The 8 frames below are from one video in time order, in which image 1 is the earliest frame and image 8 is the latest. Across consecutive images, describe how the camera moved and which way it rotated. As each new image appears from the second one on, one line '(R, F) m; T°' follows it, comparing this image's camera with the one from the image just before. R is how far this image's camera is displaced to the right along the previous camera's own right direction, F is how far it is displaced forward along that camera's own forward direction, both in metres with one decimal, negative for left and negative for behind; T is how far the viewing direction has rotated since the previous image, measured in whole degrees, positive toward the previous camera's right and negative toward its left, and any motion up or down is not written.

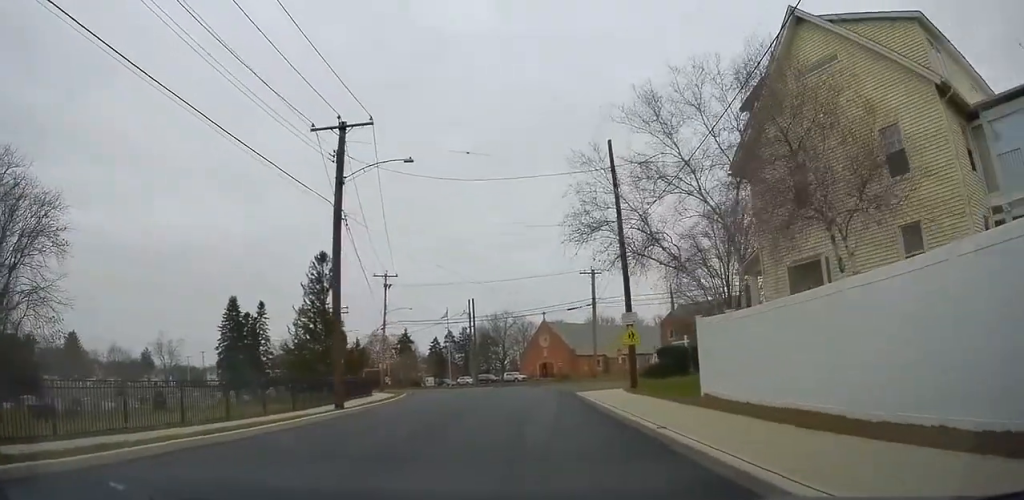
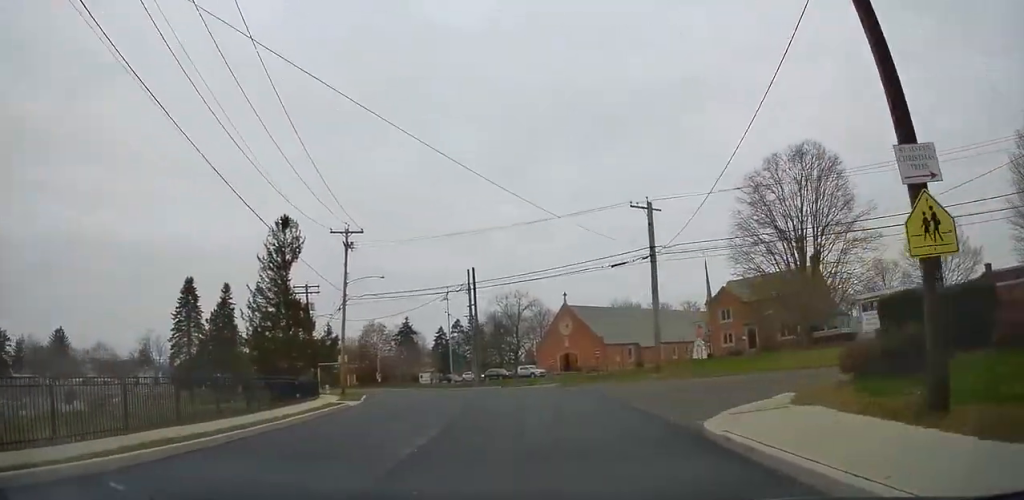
(-1.0, +18.4) m; -3°
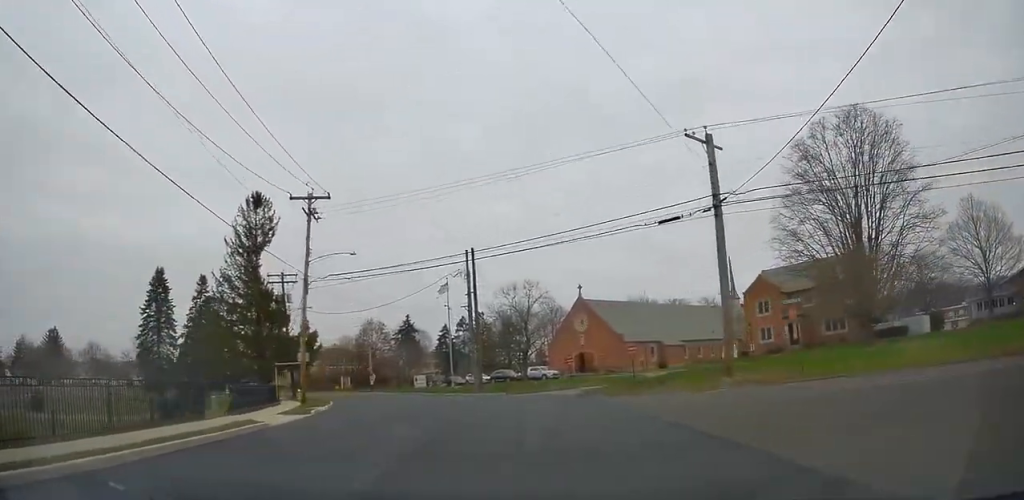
(0.0, +9.6) m; 0°
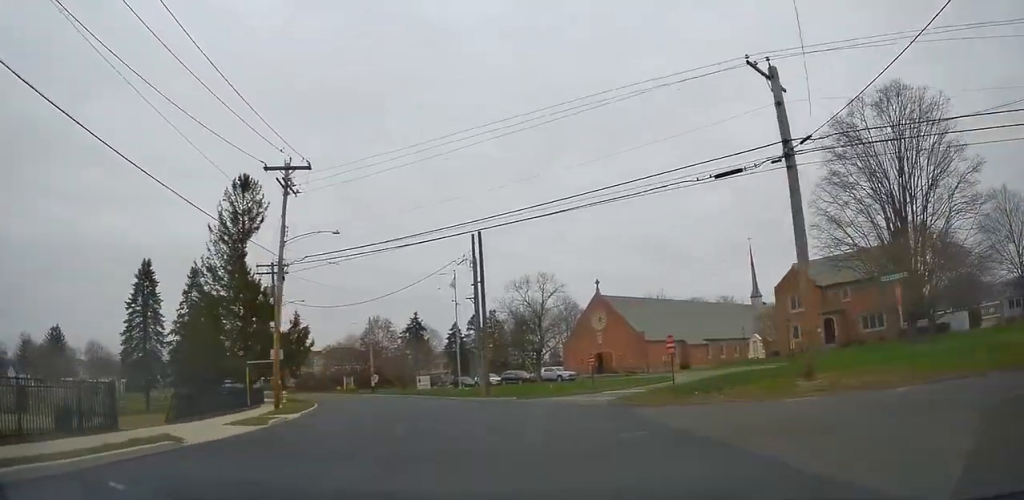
(0.0, +5.3) m; -1°
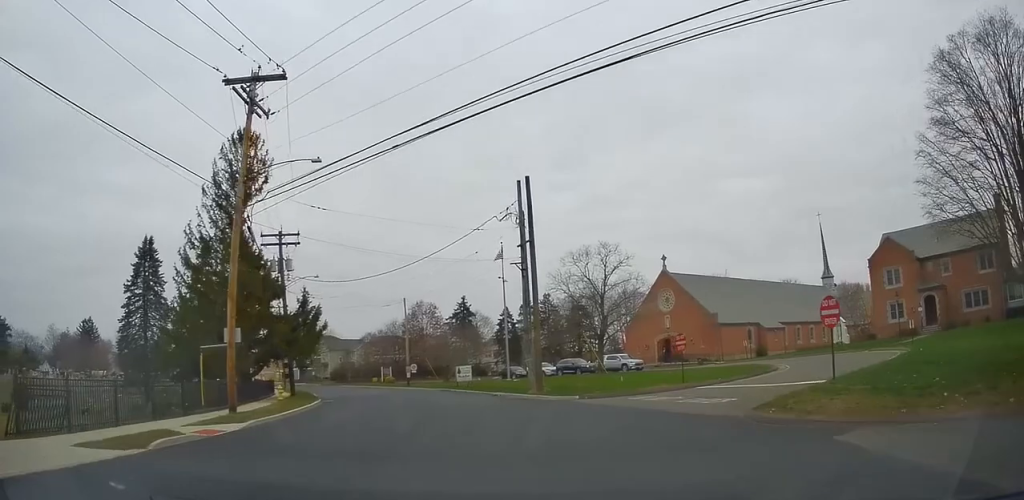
(-0.2, +9.2) m; -4°
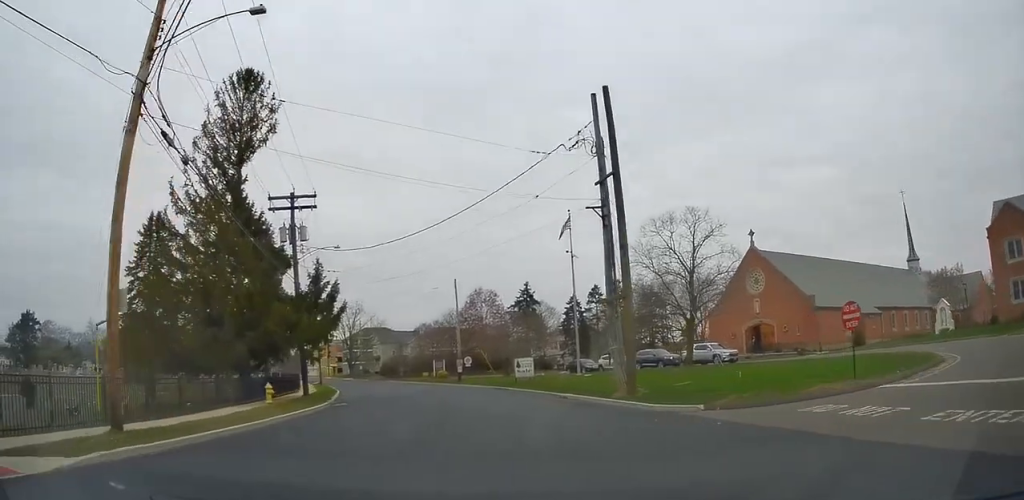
(-0.4, +9.2) m; -6°
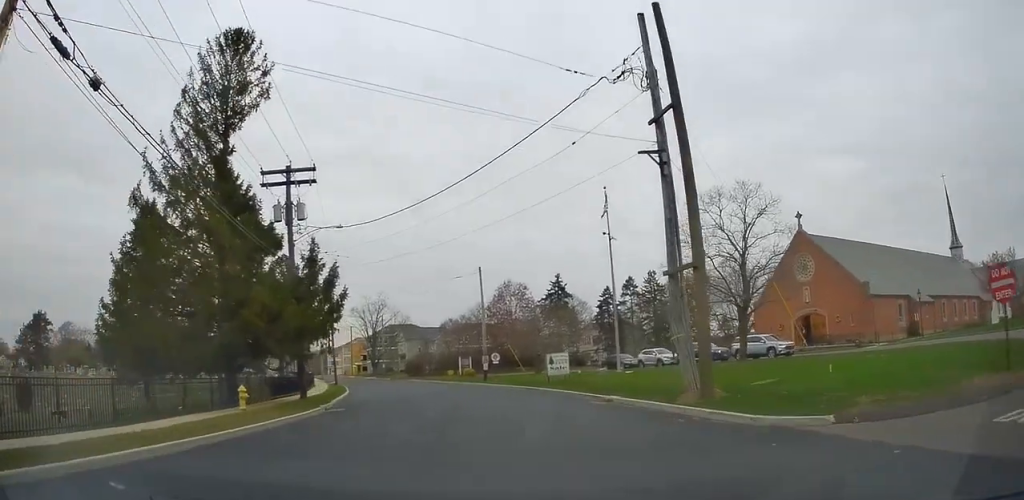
(-0.1, +5.0) m; -4°
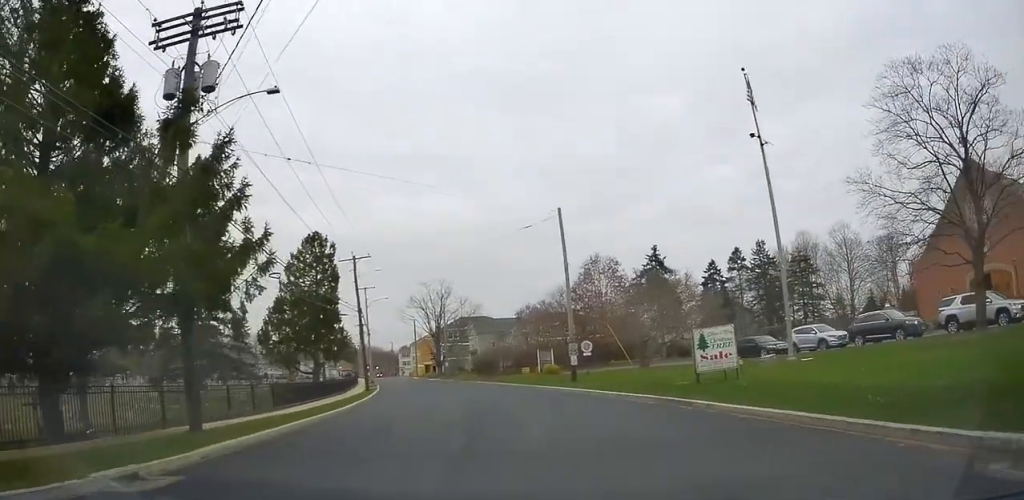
(-1.6, +16.0) m; -9°
